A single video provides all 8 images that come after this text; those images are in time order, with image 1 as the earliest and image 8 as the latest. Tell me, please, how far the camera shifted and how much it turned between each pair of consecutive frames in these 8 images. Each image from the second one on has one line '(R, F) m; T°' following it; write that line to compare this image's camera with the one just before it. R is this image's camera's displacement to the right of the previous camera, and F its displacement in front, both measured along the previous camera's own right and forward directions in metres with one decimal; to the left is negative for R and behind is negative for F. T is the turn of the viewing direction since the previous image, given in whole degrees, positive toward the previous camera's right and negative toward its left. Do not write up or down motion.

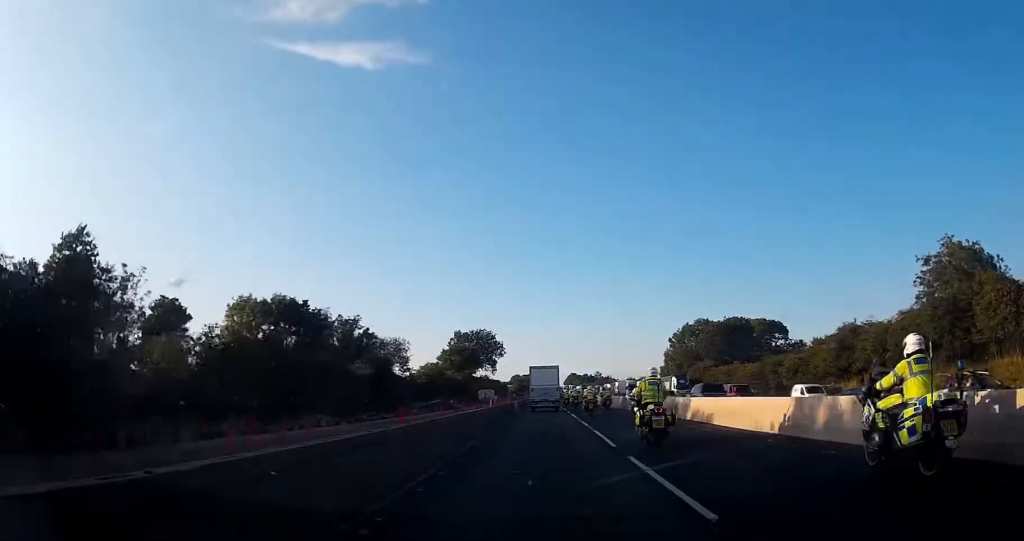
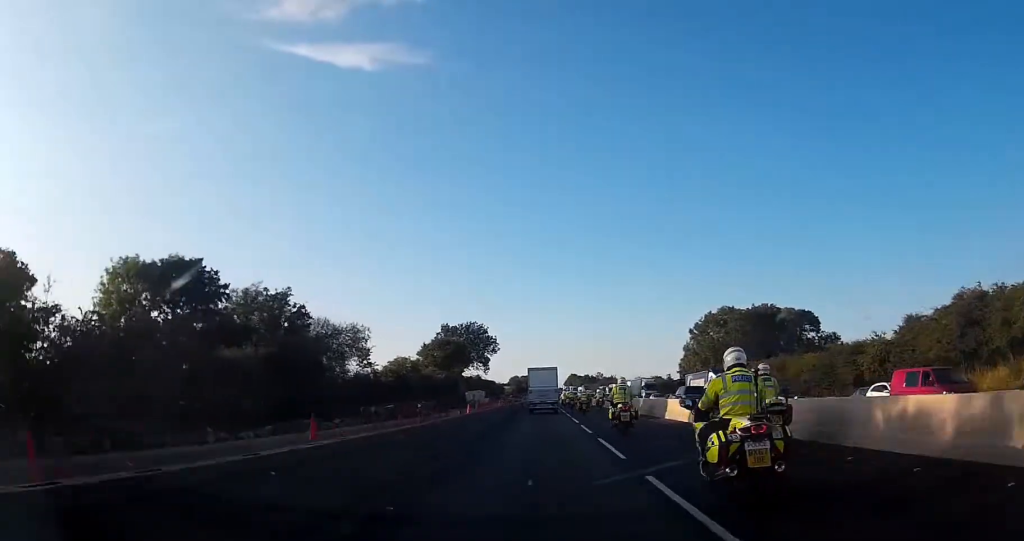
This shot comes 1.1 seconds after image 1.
(+0.1, +20.5) m; 0°
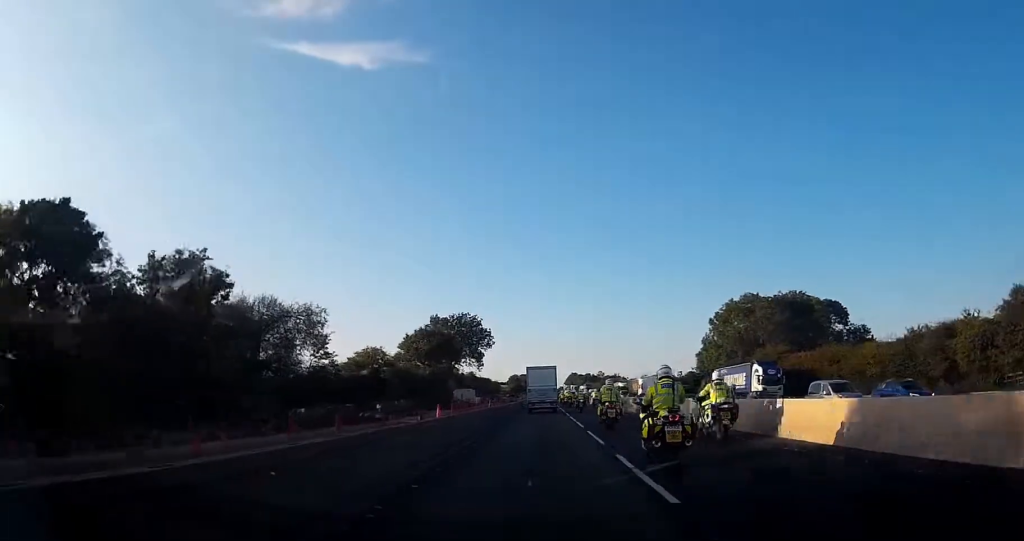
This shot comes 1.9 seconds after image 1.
(-0.1, +14.4) m; 0°
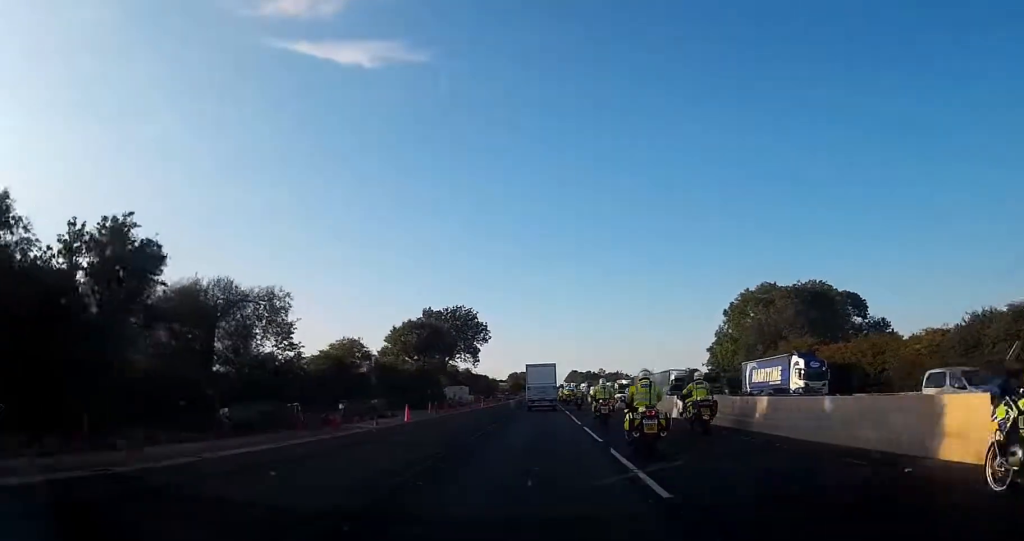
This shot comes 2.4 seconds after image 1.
(0.0, +8.4) m; 0°
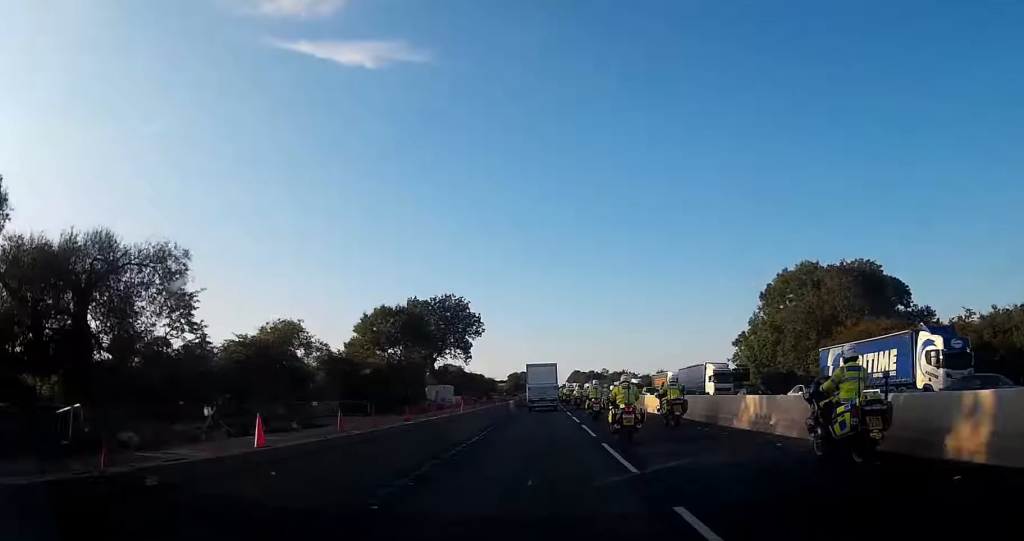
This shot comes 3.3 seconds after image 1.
(0.0, +15.8) m; 0°
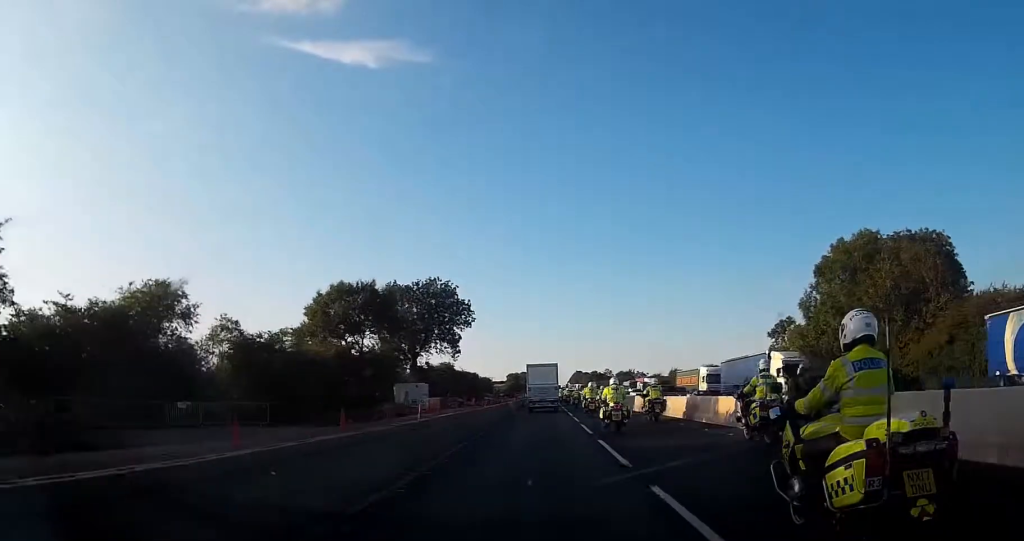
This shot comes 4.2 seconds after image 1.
(+0.1, +16.5) m; 0°
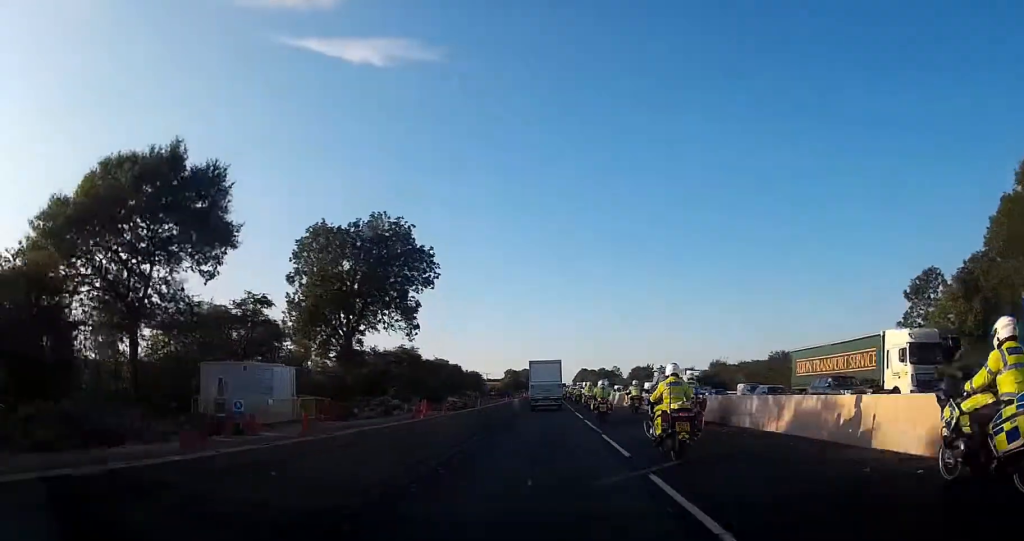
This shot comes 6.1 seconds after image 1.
(-0.1, +35.2) m; 0°
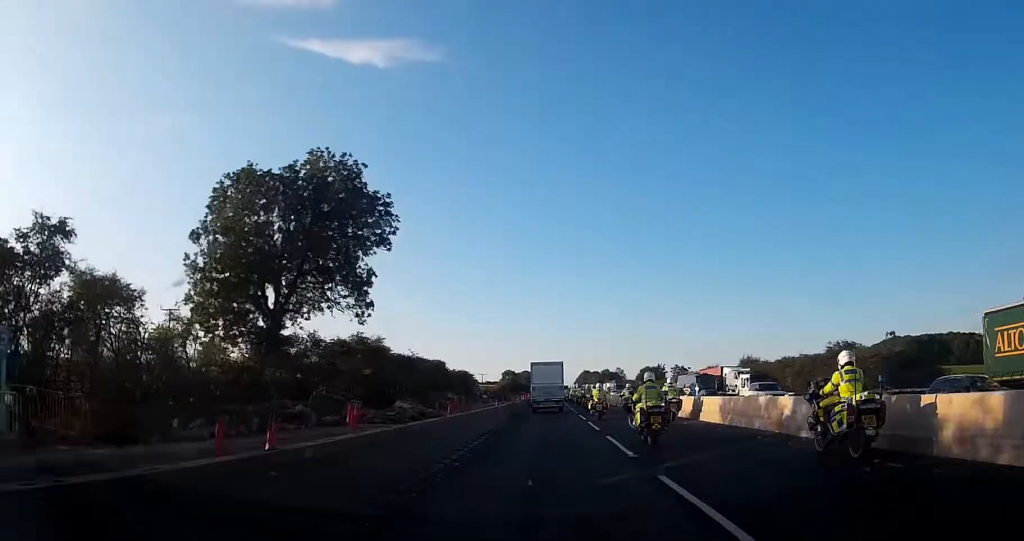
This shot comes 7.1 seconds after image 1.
(0.0, +18.5) m; 0°
